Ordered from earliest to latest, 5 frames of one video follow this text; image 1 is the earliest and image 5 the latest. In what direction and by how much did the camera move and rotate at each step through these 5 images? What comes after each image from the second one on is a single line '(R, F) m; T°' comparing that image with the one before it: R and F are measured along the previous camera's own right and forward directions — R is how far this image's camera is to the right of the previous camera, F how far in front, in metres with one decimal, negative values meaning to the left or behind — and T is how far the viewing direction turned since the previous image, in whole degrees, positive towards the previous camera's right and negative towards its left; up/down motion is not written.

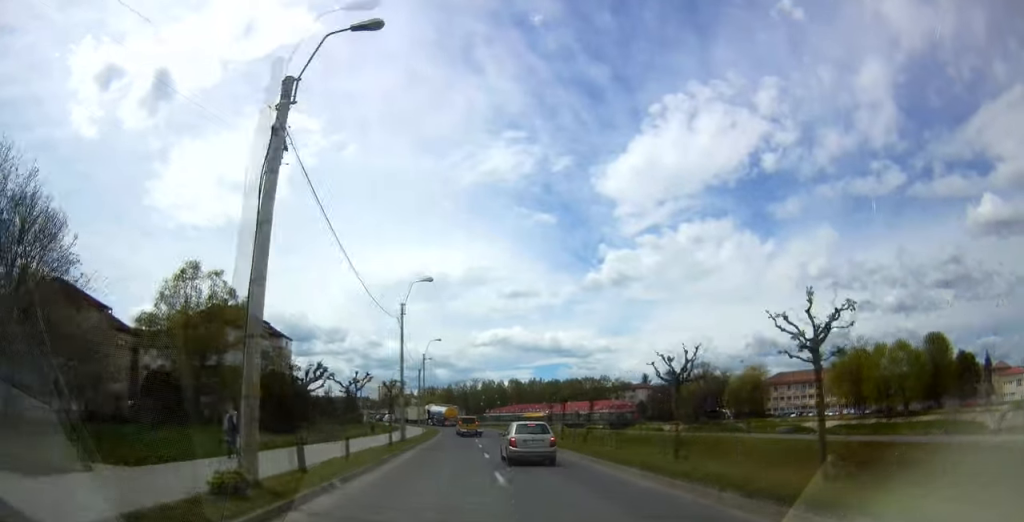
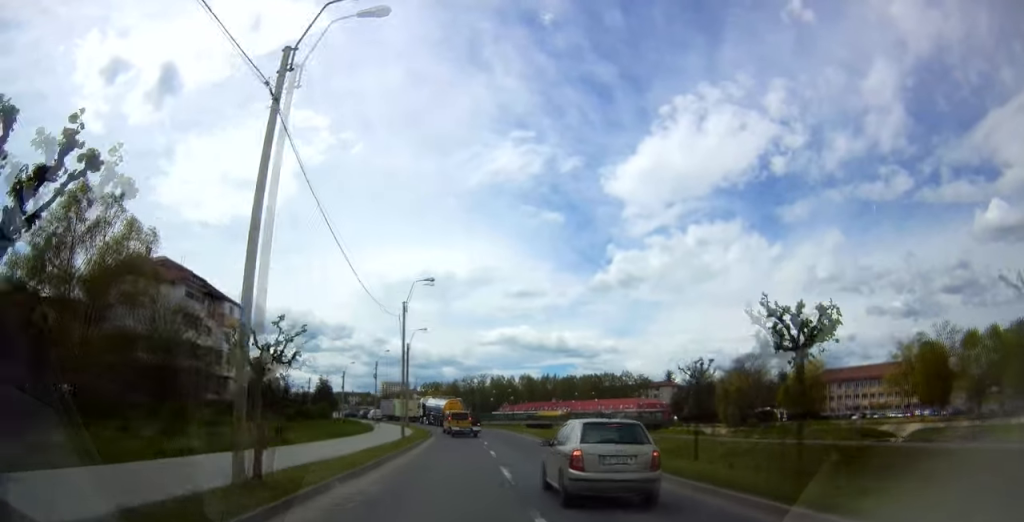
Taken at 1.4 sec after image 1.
(-0.3, +24.8) m; 0°
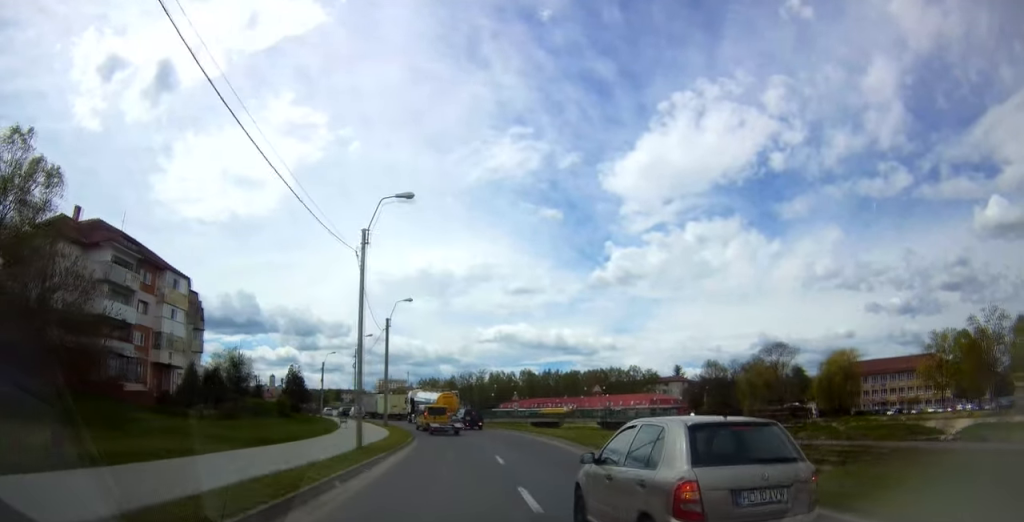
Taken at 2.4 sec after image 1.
(+0.2, +13.4) m; 0°
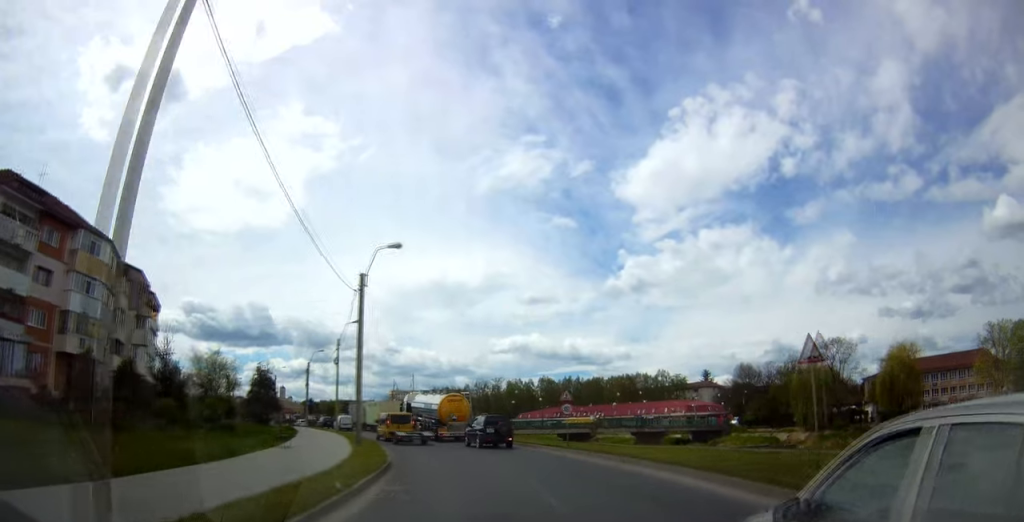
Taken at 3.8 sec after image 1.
(-0.7, +15.5) m; -6°
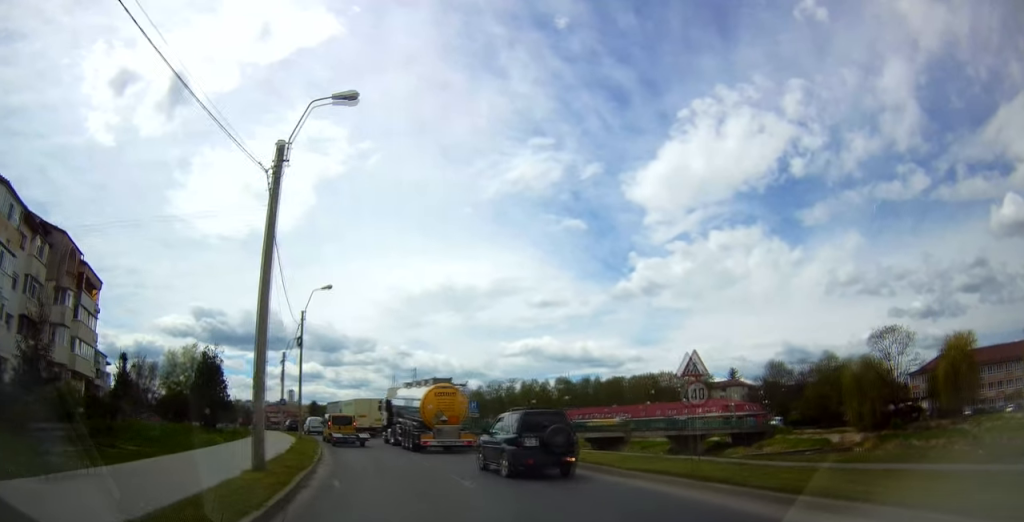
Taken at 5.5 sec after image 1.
(-0.3, +14.0) m; -6°
